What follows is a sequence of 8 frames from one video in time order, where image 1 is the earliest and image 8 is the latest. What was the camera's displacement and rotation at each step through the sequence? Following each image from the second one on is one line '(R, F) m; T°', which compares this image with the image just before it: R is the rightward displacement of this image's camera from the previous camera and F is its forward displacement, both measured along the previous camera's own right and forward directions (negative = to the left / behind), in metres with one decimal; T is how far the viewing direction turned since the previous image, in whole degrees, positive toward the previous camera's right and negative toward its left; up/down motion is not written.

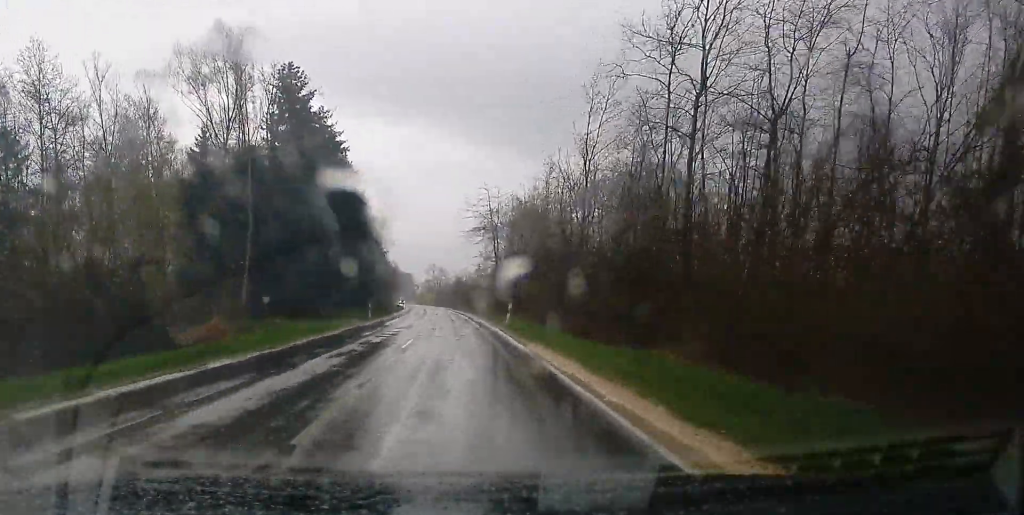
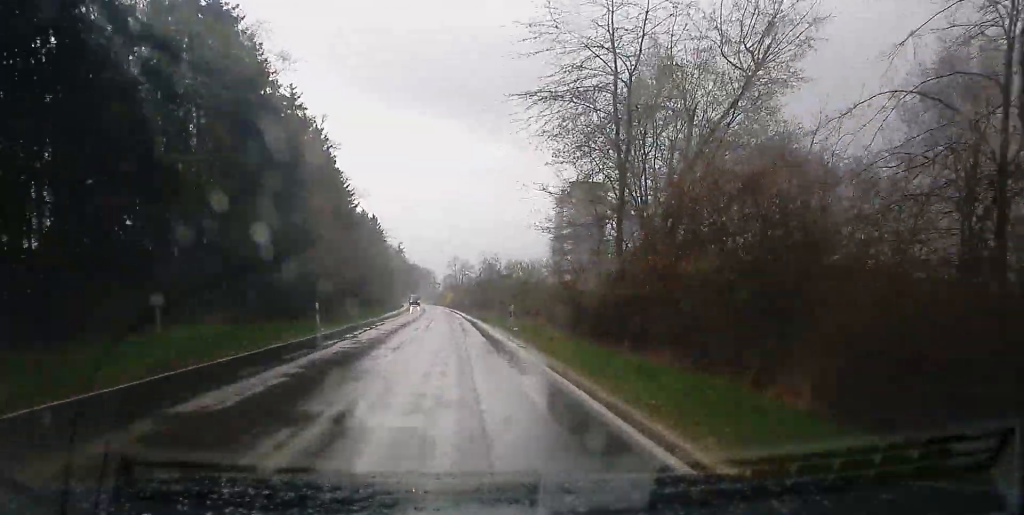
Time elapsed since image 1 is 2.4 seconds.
(-1.2, +57.7) m; -2°
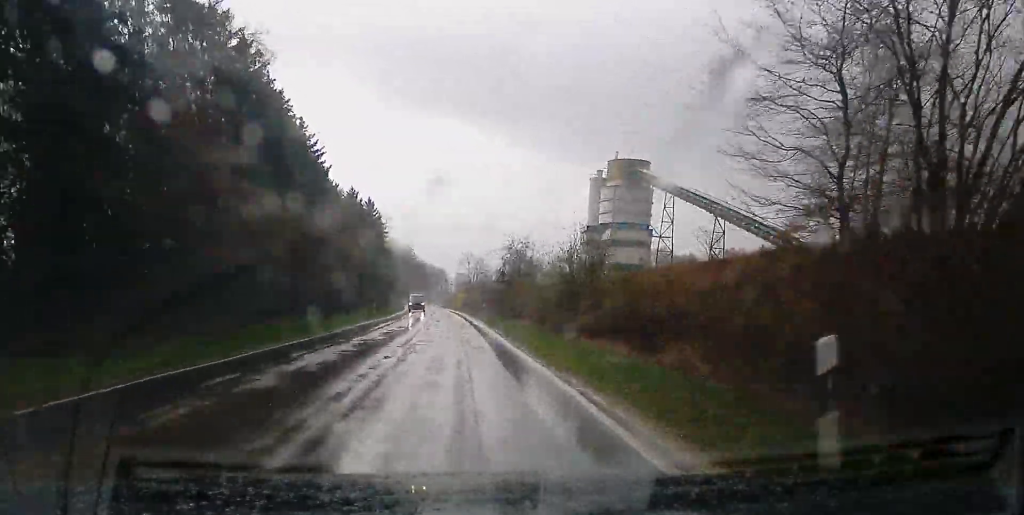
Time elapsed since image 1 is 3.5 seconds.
(-0.2, +26.8) m; 0°
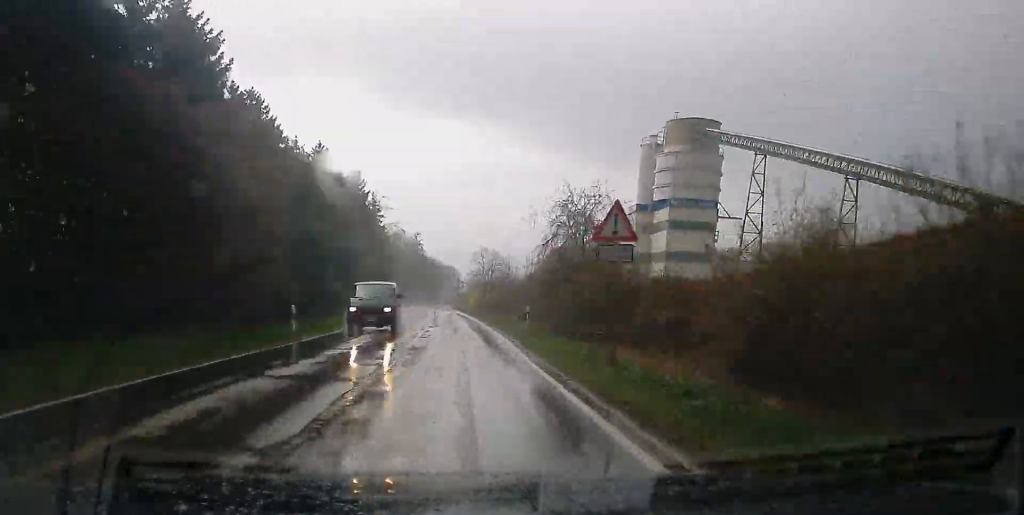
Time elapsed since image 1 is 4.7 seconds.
(-0.1, +29.3) m; -1°
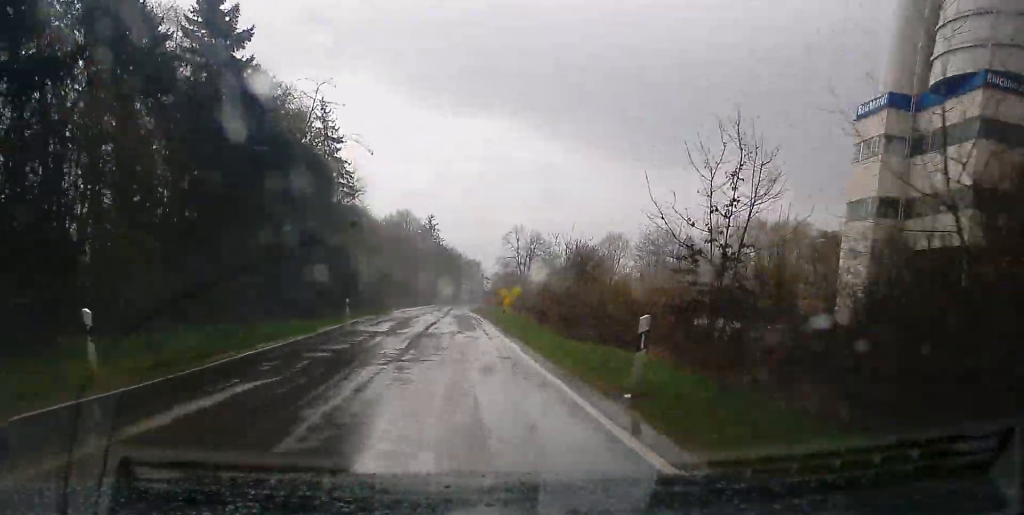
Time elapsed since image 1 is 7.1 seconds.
(-0.7, +58.9) m; -2°
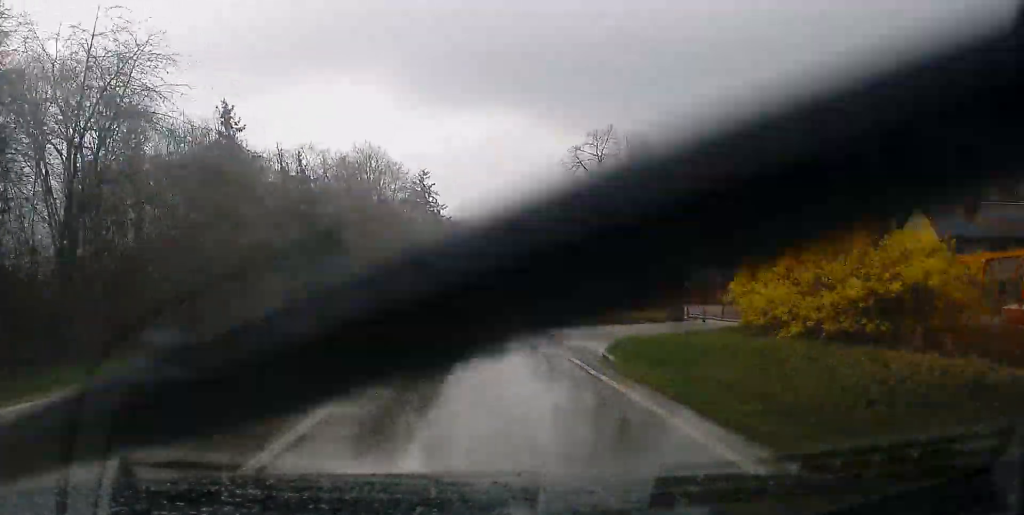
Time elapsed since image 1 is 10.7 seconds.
(-1.6, +85.0) m; 0°
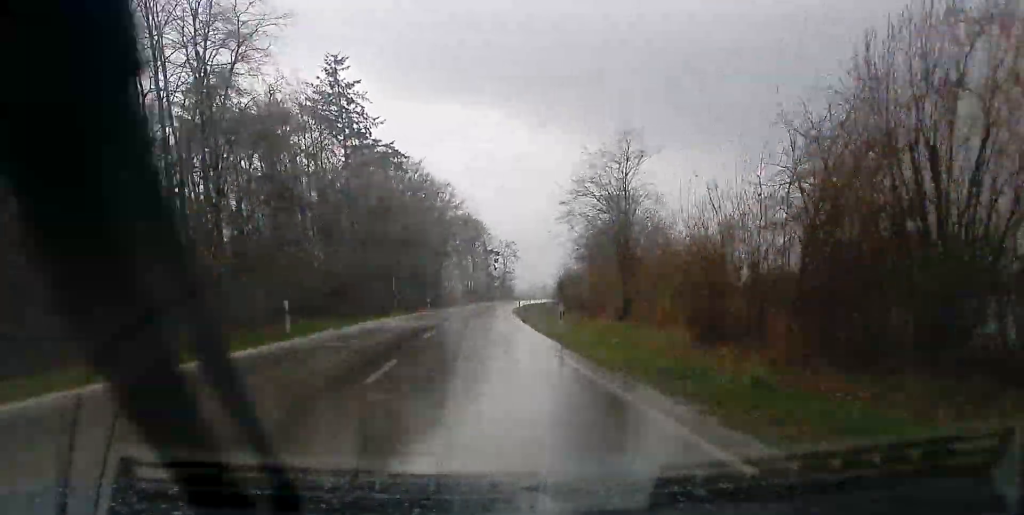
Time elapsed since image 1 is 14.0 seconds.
(+2.8, +76.8) m; +4°
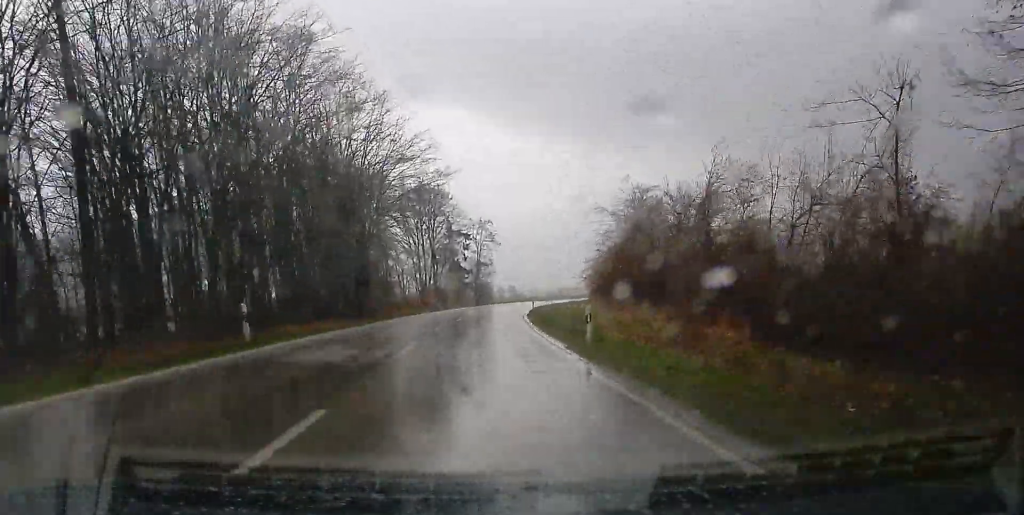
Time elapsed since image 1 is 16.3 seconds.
(+0.8, +54.9) m; +2°
